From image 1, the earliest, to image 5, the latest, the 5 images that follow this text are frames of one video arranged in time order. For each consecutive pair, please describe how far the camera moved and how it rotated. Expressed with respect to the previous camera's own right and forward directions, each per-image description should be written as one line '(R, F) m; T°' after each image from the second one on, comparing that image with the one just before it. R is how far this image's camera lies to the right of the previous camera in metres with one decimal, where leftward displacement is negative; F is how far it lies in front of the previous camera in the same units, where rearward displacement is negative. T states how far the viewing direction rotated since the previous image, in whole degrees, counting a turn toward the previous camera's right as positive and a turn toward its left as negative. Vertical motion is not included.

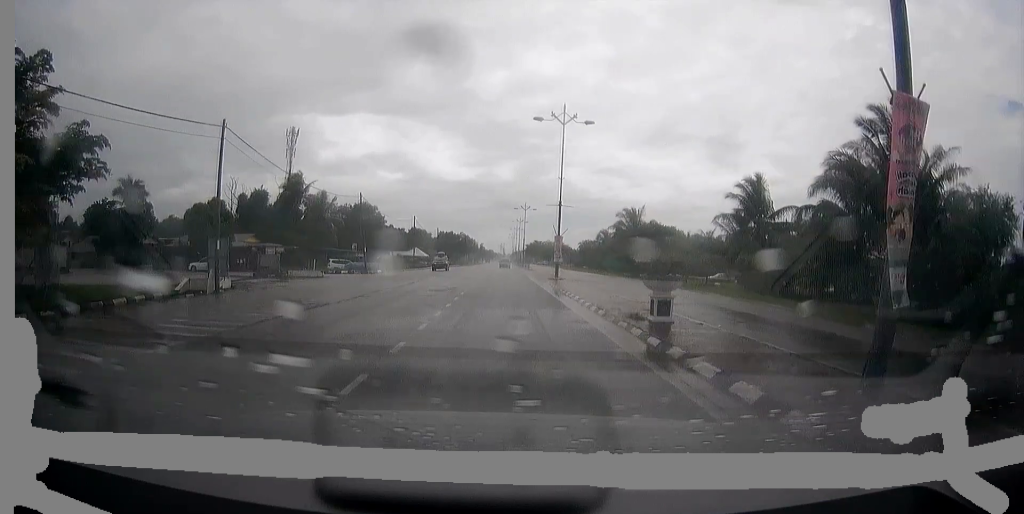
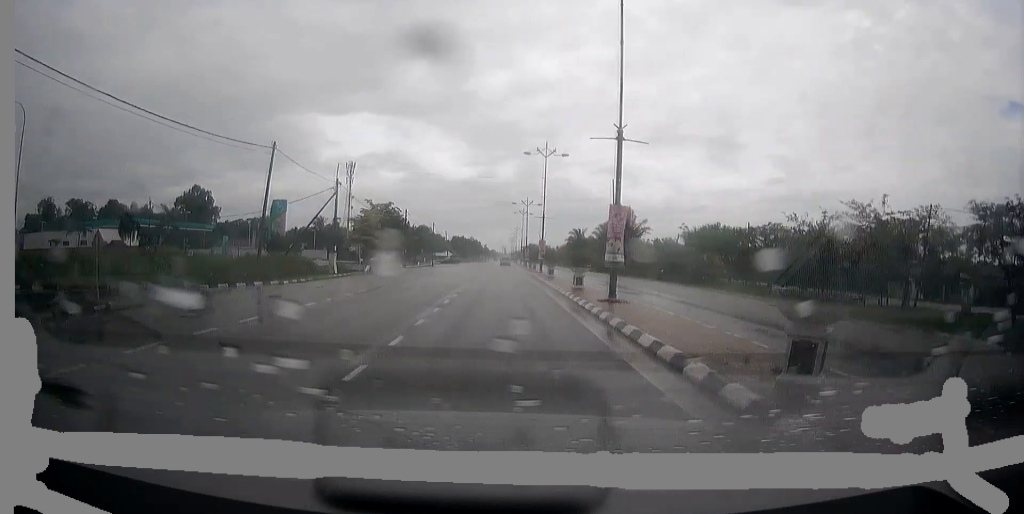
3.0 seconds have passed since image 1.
(+0.3, +78.2) m; 0°
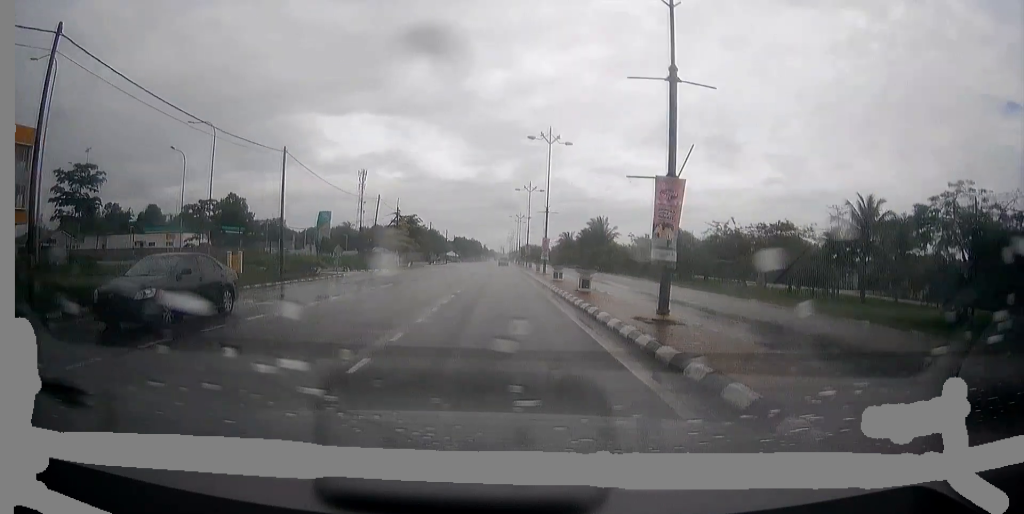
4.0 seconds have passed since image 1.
(+0.1, +27.9) m; 0°
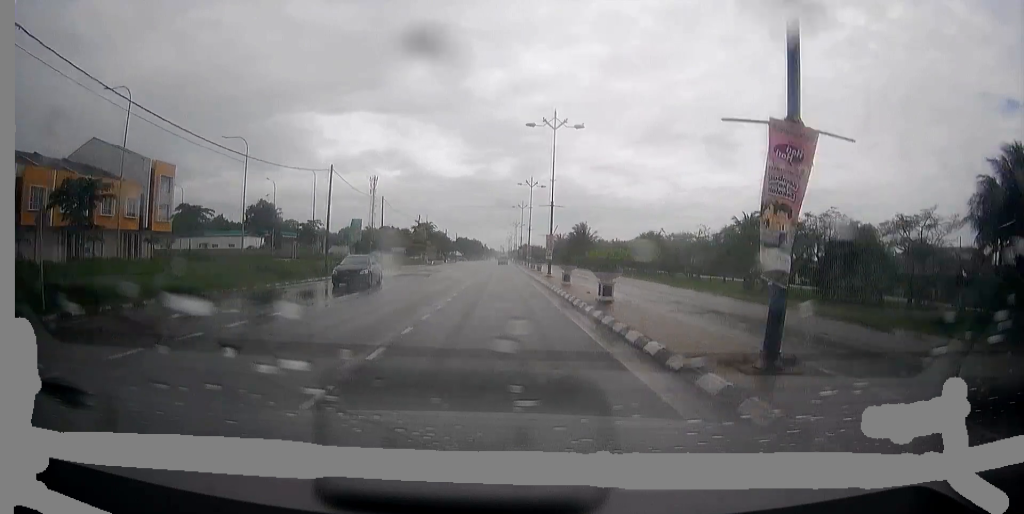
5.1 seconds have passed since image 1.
(-0.1, +27.1) m; 0°
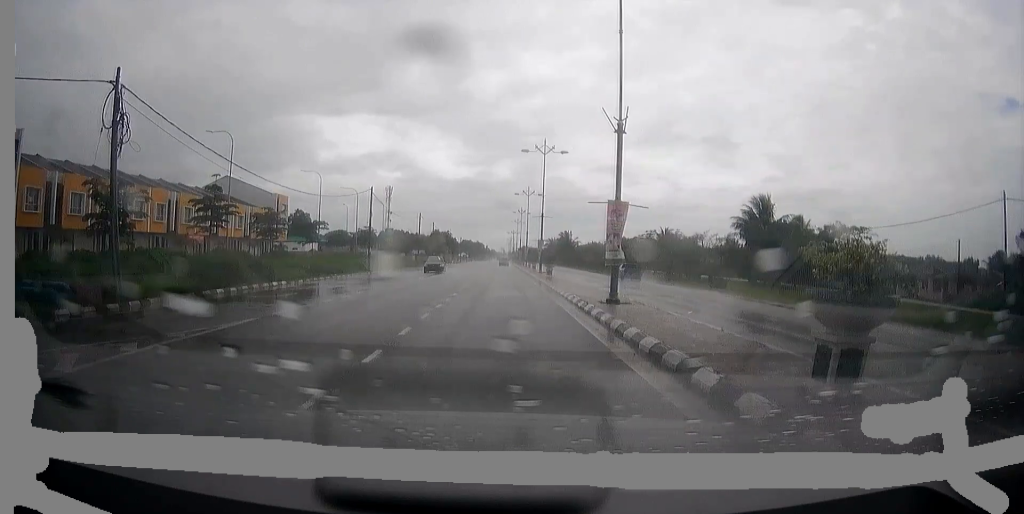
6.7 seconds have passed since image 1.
(+0.2, +42.5) m; 0°
